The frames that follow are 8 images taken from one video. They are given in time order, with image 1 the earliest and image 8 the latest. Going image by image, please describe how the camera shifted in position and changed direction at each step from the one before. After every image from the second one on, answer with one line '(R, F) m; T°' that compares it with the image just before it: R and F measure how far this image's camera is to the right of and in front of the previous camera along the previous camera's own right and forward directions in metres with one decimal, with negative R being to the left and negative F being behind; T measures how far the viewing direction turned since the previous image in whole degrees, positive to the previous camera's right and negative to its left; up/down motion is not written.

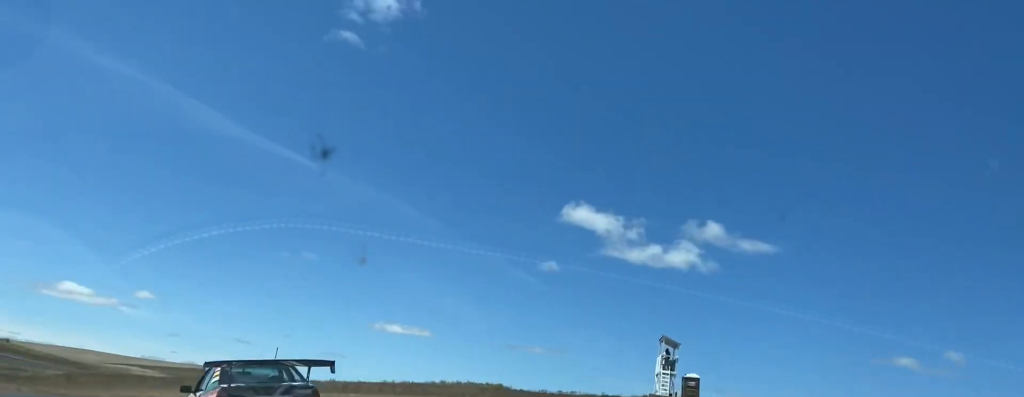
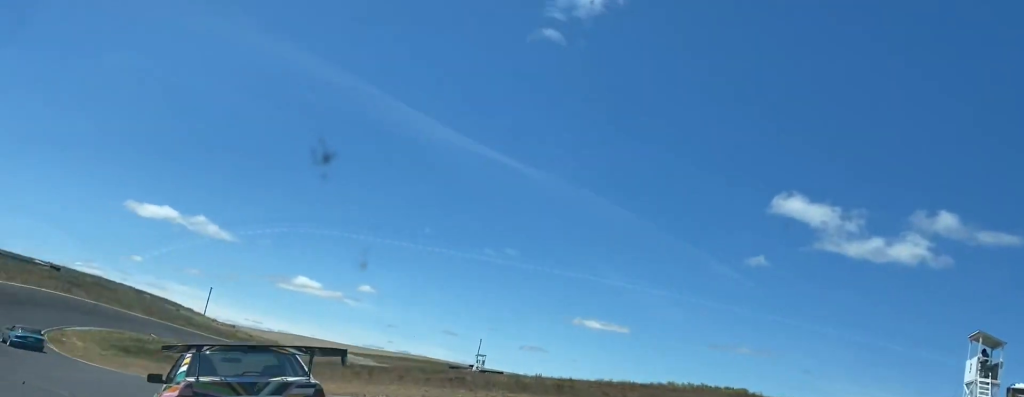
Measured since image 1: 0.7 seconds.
(-1.8, +10.7) m; -13°
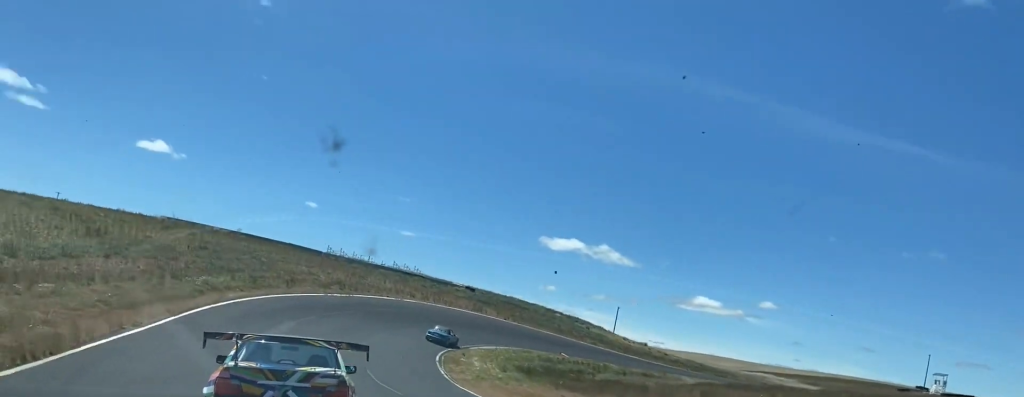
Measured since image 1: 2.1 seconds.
(-5.0, +20.4) m; -28°
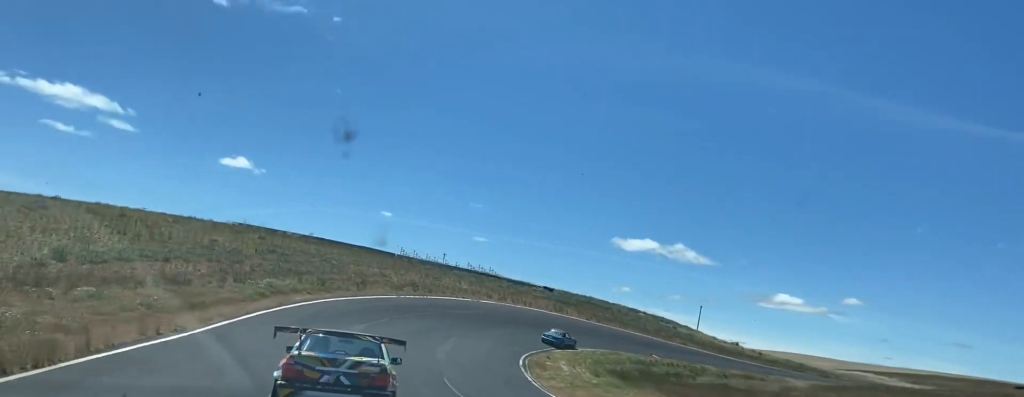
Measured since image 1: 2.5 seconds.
(-0.9, +5.8) m; -4°
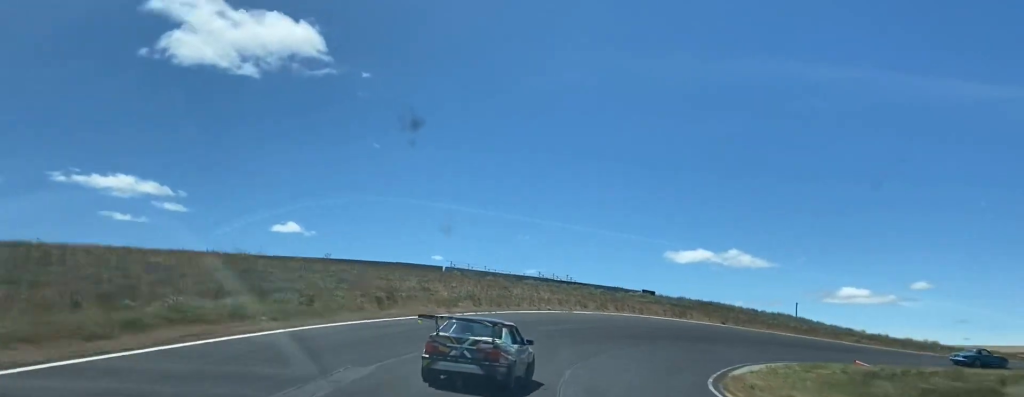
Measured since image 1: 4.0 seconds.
(-1.9, +23.5) m; -3°
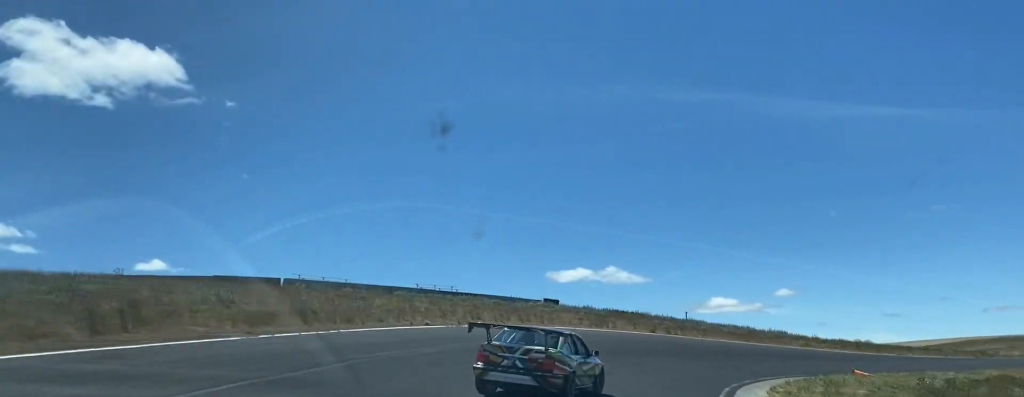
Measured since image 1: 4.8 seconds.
(+0.2, +13.7) m; +7°
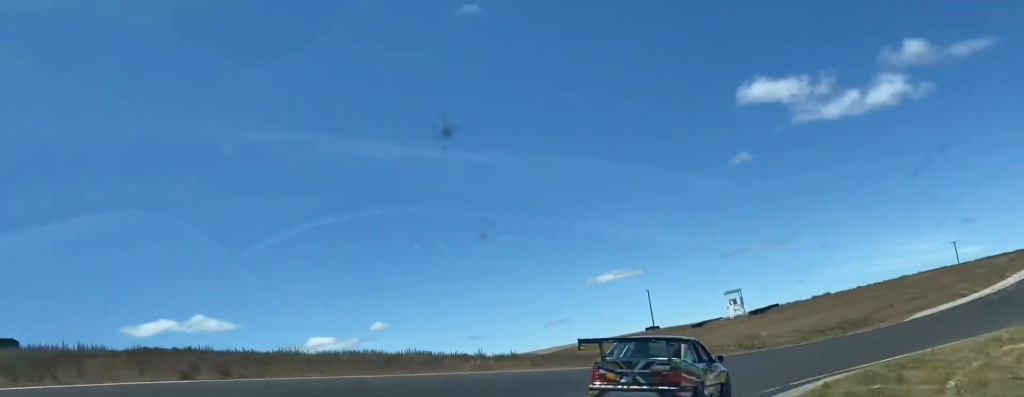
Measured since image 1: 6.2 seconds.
(+4.8, +24.1) m; +27°
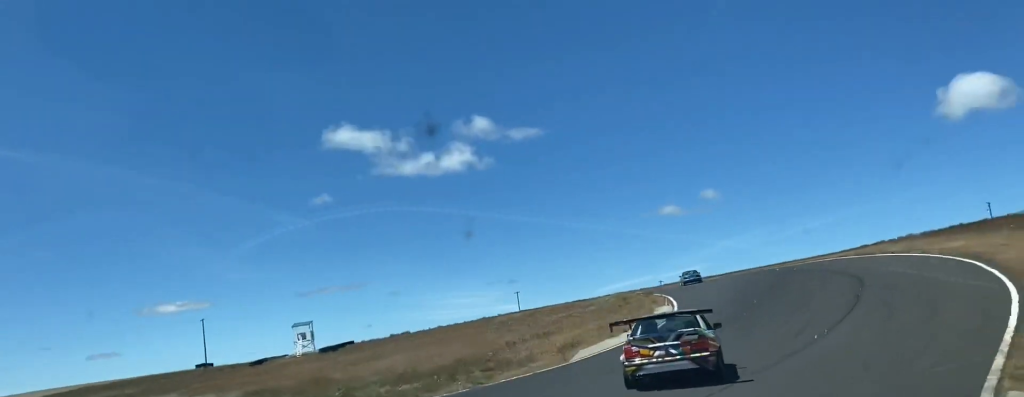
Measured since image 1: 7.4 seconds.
(+5.8, +21.8) m; +25°
